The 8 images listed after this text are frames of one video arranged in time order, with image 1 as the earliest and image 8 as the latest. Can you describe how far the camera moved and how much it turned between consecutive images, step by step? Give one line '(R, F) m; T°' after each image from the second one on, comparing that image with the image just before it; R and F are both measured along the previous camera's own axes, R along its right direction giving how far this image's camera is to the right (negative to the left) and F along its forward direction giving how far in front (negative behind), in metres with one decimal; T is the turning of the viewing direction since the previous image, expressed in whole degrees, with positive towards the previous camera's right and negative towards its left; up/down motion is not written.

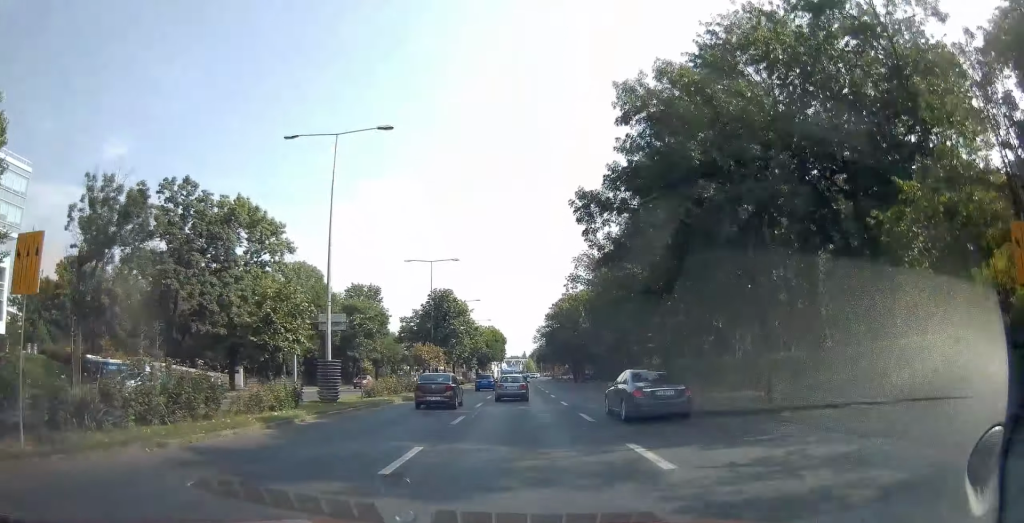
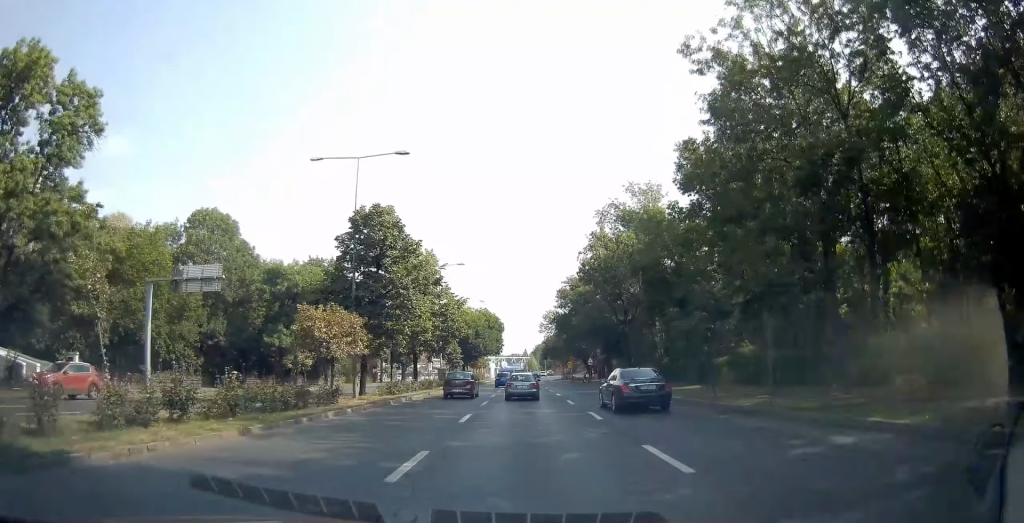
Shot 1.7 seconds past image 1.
(-0.2, +26.9) m; 0°
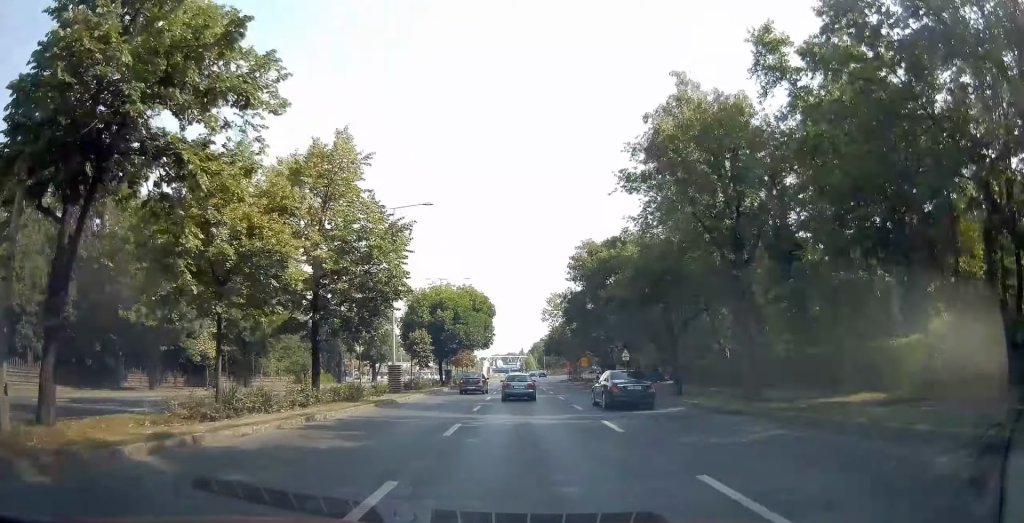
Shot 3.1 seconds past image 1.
(+0.2, +21.4) m; +1°
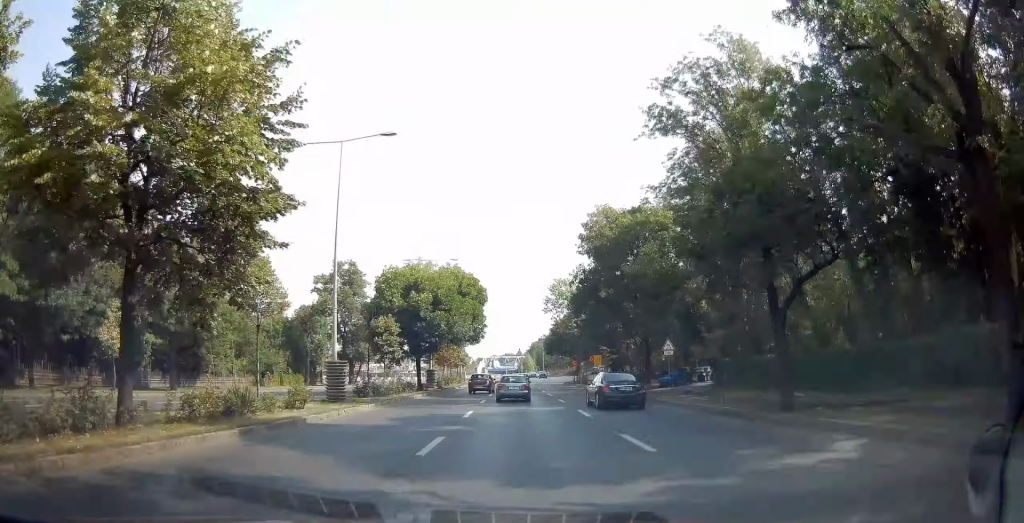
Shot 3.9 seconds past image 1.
(0.0, +11.8) m; 0°
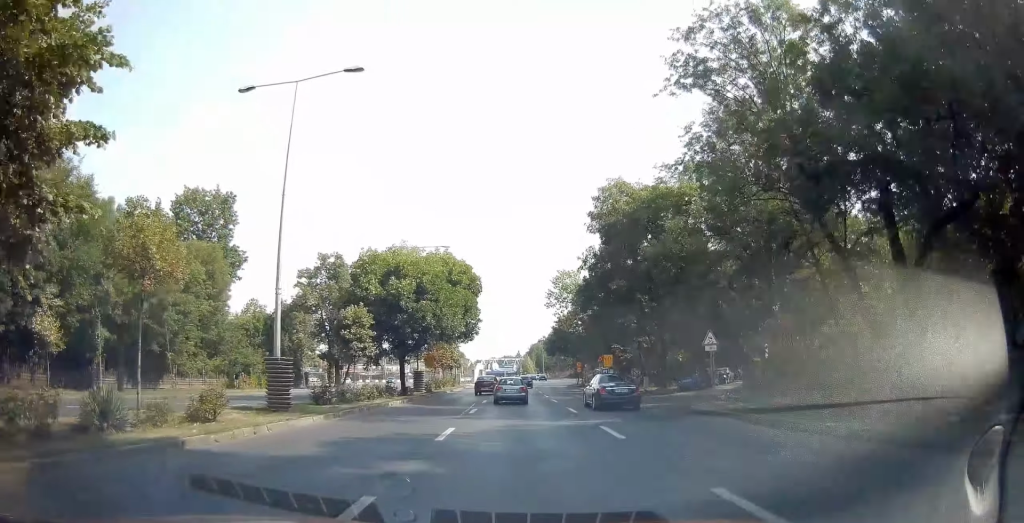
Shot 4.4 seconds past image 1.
(0.0, +6.4) m; 0°
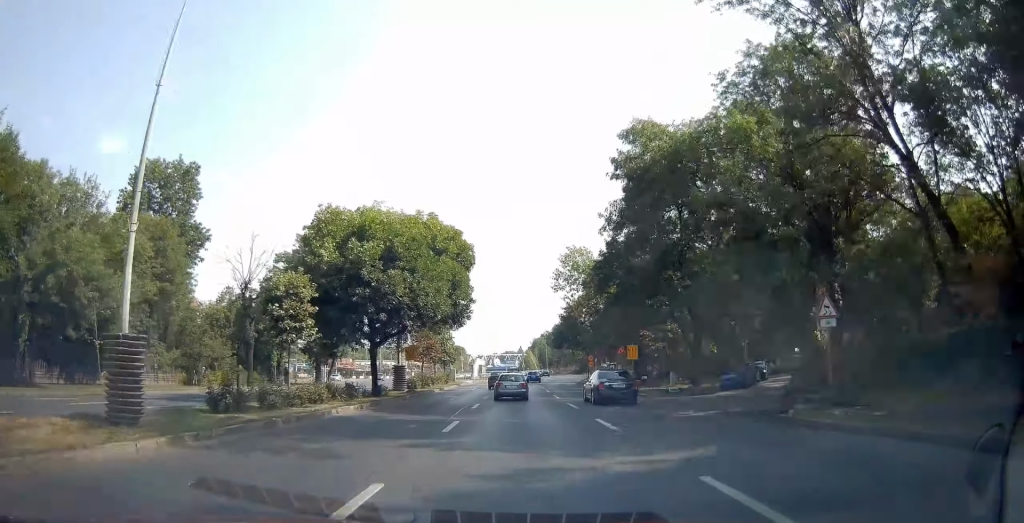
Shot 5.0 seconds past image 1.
(0.0, +8.6) m; -1°
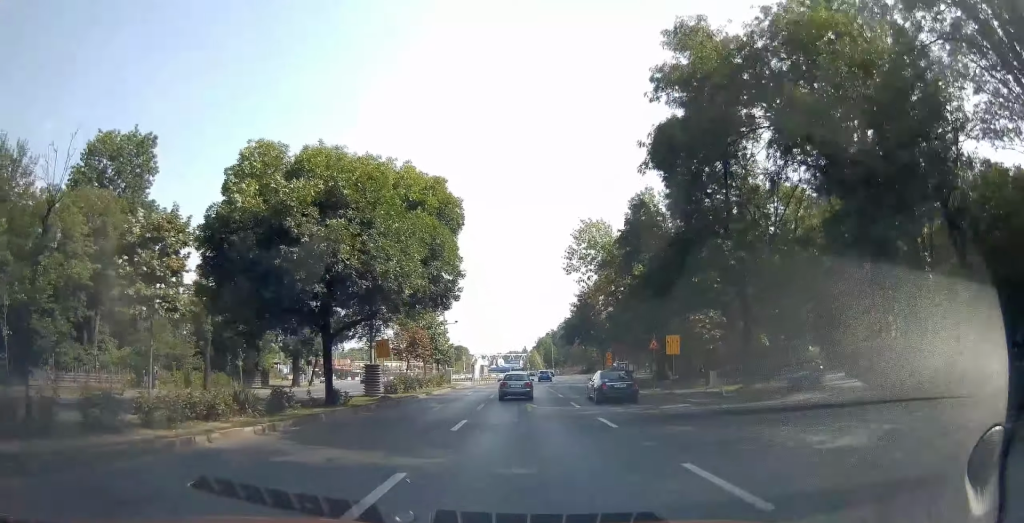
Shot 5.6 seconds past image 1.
(0.0, +8.3) m; 0°
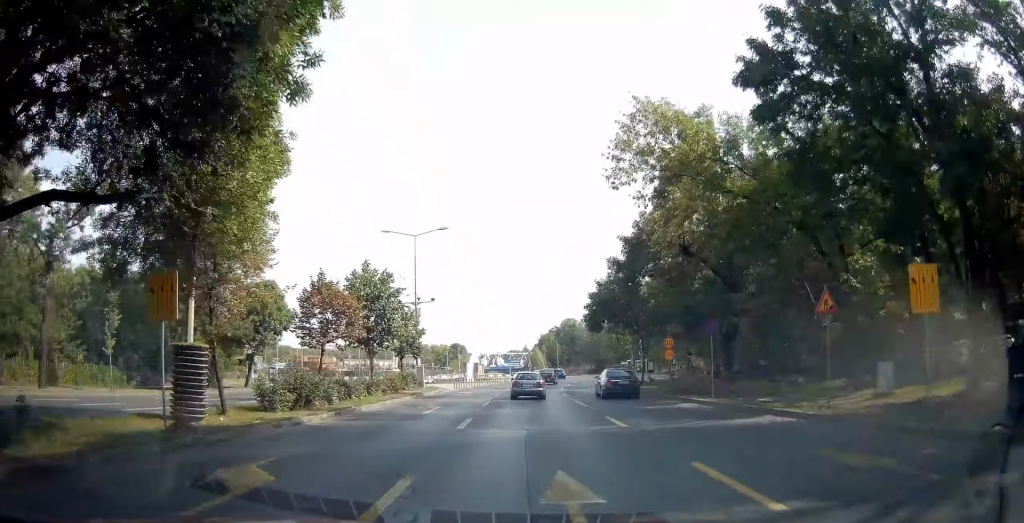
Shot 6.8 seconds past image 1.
(0.0, +17.9) m; 0°
